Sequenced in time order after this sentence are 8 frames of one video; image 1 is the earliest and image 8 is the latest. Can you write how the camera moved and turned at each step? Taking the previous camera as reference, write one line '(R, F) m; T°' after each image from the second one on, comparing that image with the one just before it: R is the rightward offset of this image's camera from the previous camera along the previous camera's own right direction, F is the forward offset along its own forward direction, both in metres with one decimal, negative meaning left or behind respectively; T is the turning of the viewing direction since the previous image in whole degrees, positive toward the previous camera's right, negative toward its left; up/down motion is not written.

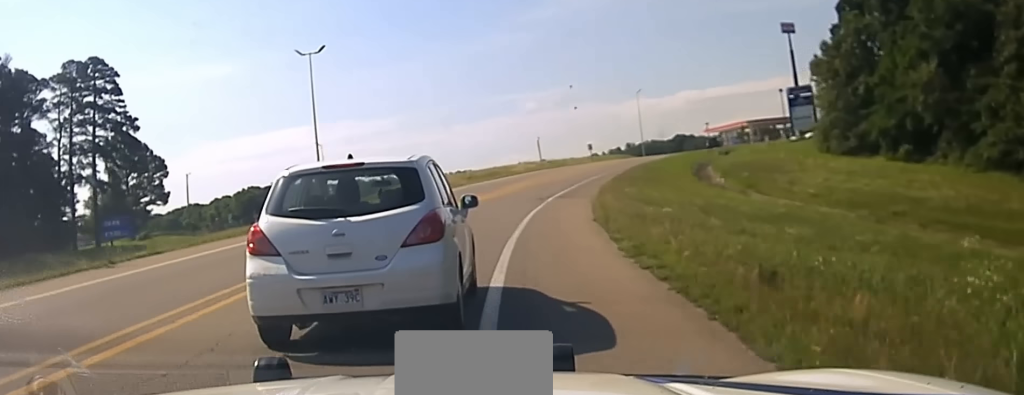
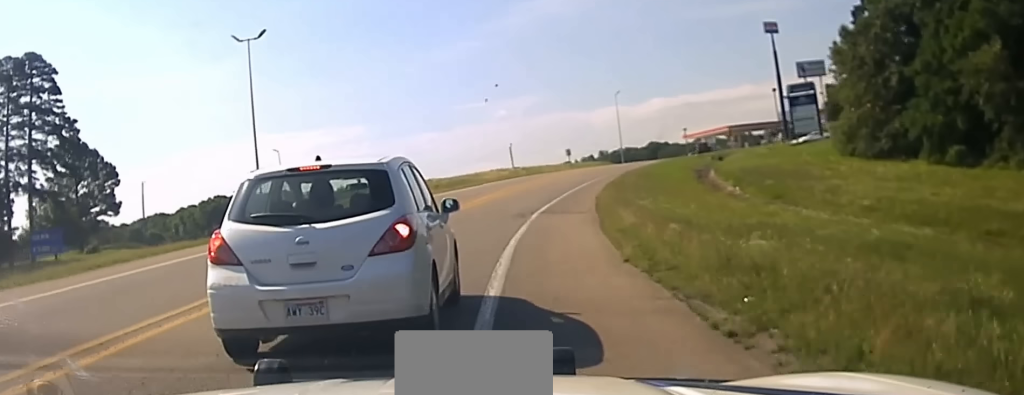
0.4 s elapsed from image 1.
(+0.2, +8.0) m; +2°
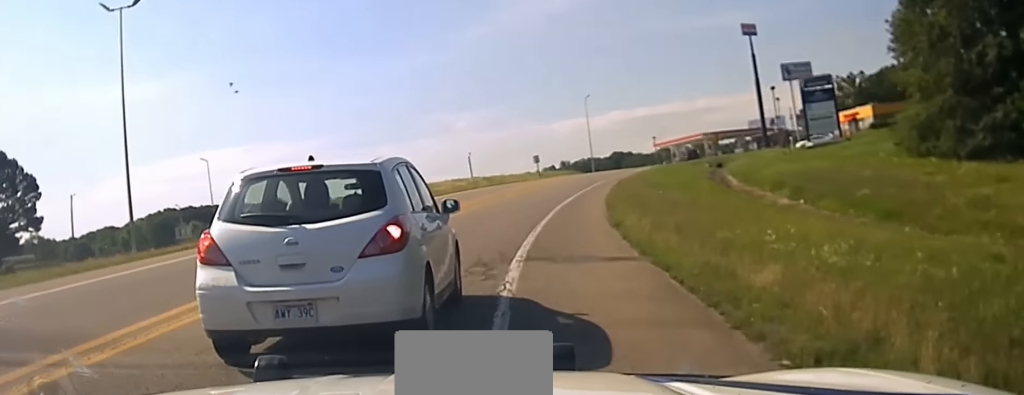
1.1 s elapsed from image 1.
(+0.3, +14.0) m; +3°
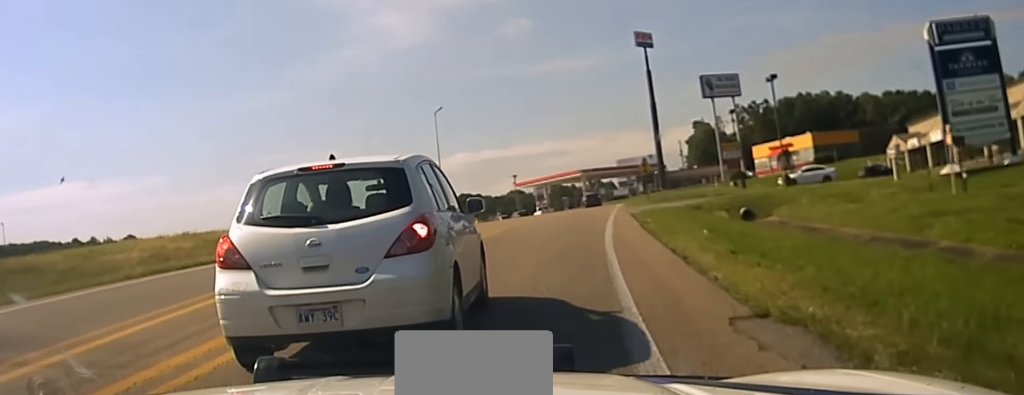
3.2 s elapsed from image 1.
(+3.2, +41.0) m; +9°
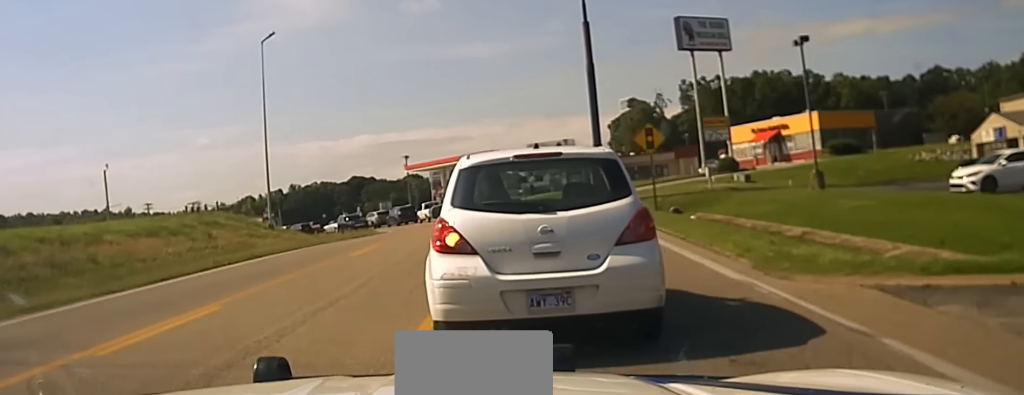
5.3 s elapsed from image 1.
(+3.0, +39.4) m; +8°
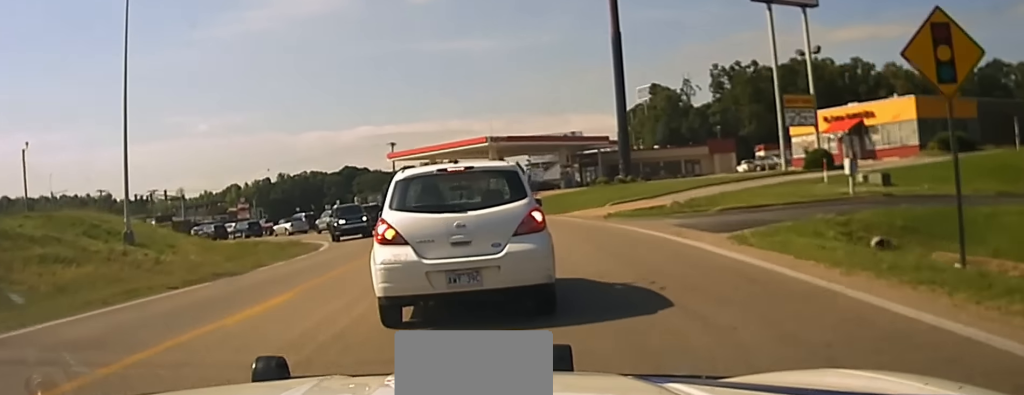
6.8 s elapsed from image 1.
(+0.8, +23.2) m; +1°
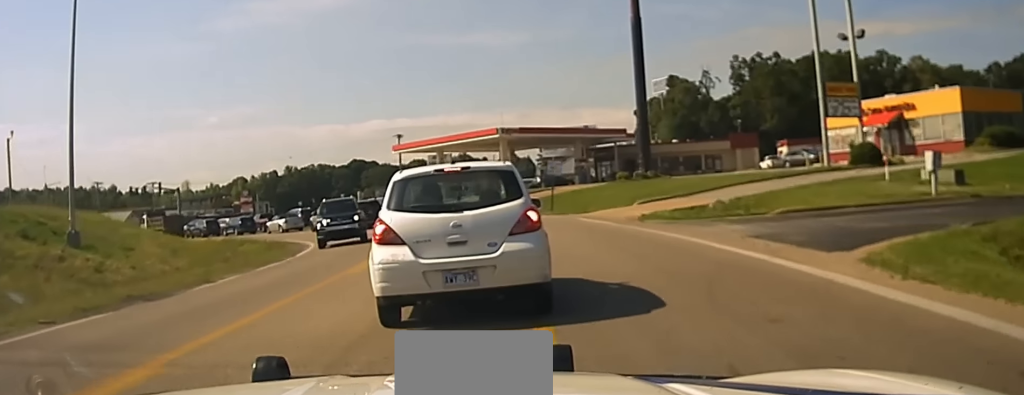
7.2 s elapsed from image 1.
(-0.2, +5.7) m; -2°
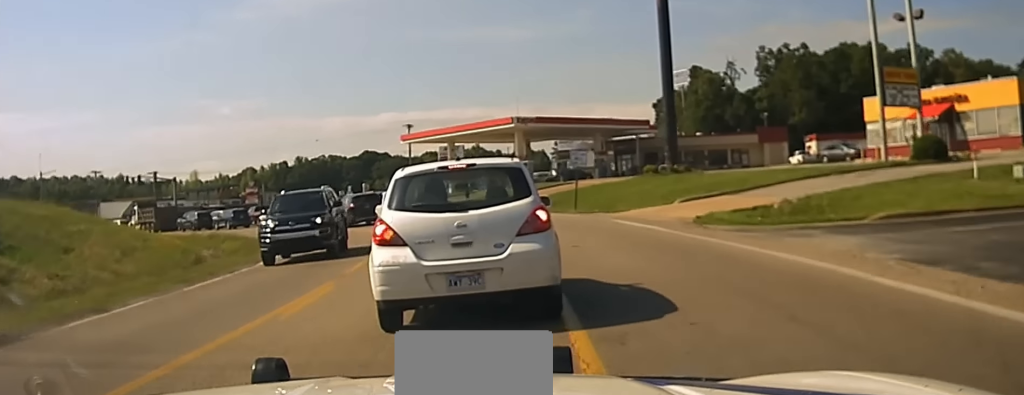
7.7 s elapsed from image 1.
(0.0, +6.2) m; -2°
